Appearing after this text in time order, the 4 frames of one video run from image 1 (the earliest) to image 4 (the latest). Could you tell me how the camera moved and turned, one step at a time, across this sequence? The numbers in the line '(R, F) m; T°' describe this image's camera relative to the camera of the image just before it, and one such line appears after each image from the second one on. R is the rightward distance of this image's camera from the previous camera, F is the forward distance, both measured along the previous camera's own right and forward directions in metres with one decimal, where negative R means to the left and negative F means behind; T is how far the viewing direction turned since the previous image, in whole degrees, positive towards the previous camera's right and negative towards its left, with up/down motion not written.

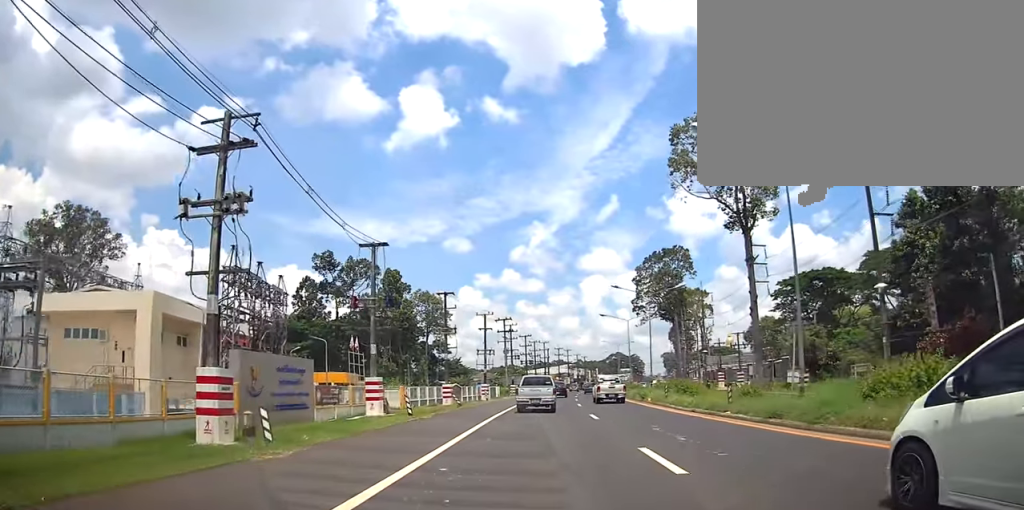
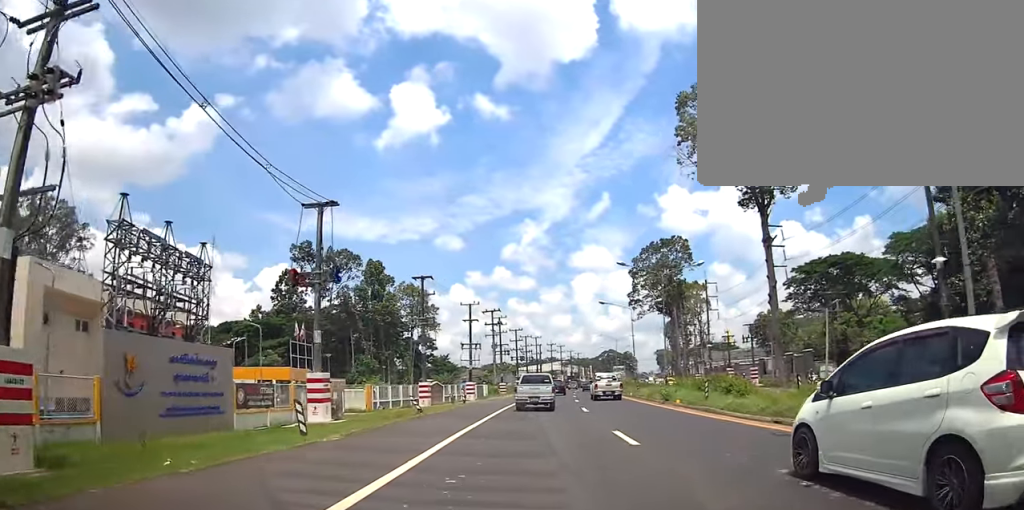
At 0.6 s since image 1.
(0.0, +8.8) m; +1°
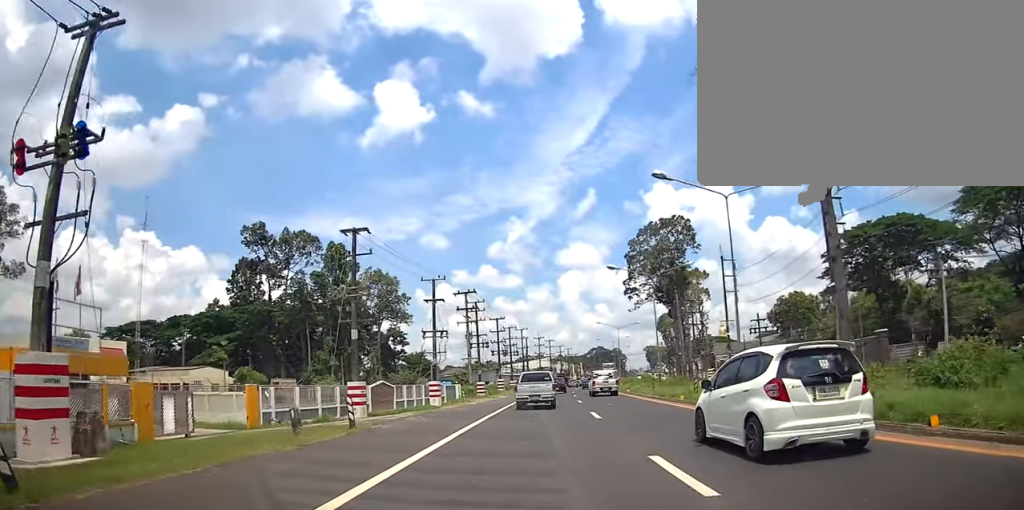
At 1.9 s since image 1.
(+0.4, +17.9) m; +3°
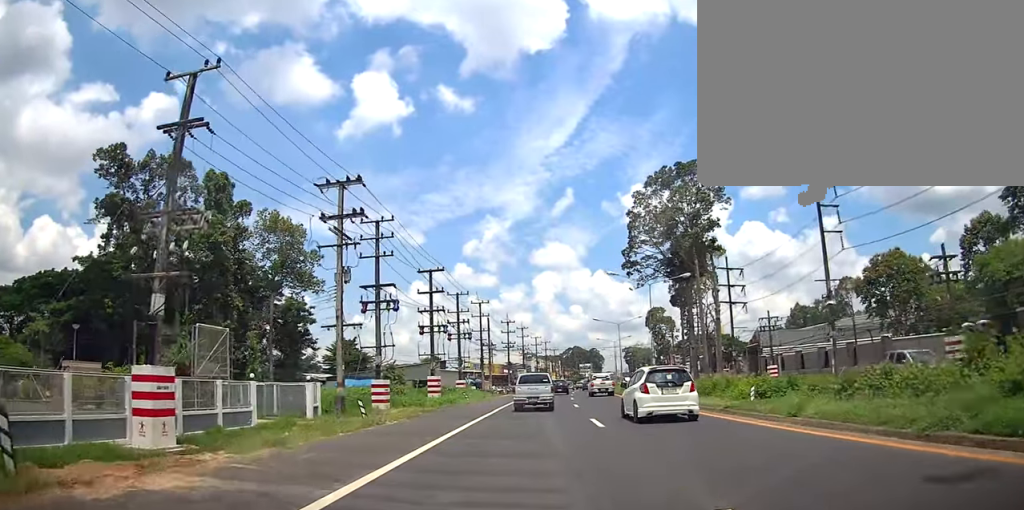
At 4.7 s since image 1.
(+3.3, +39.3) m; +7°
